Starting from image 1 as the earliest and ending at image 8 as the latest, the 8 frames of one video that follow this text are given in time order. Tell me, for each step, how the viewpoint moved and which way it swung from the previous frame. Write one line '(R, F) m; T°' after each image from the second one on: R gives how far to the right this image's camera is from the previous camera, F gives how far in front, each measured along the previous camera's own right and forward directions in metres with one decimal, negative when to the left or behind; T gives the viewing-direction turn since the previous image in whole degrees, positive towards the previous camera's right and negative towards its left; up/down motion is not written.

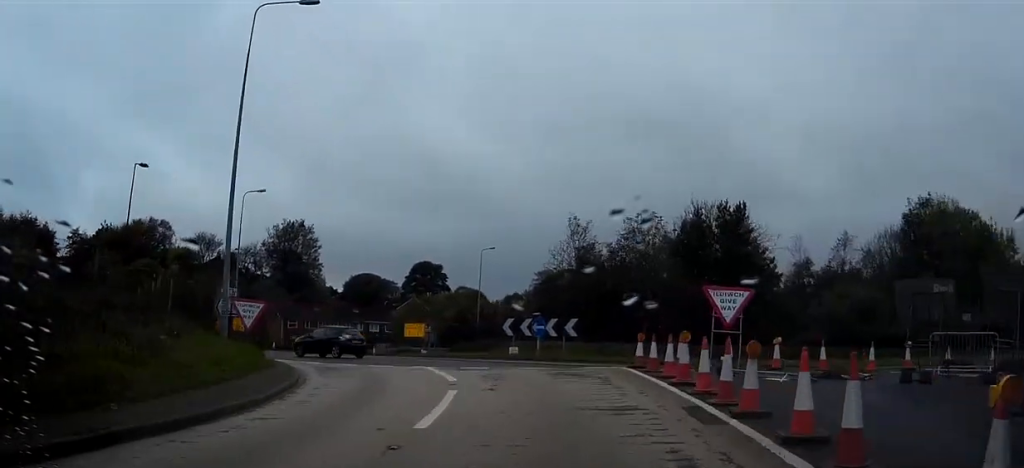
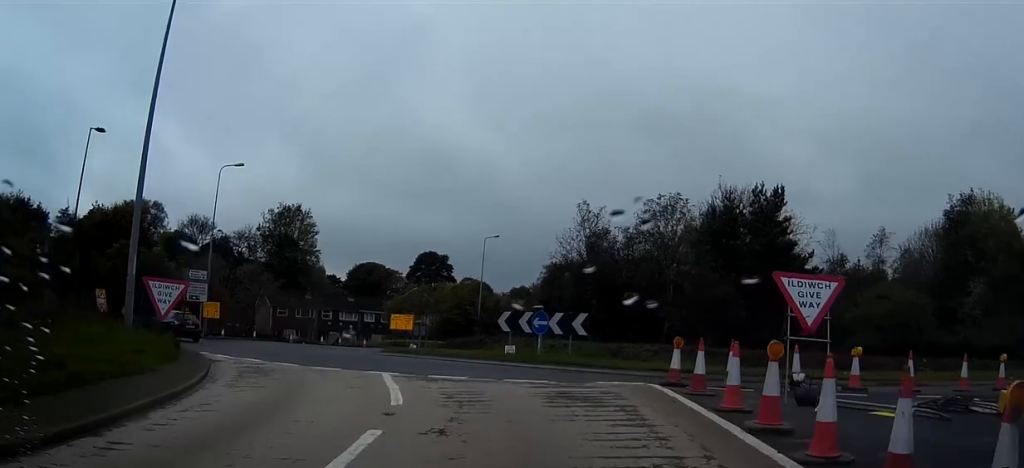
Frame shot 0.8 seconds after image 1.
(0.0, +6.0) m; -2°
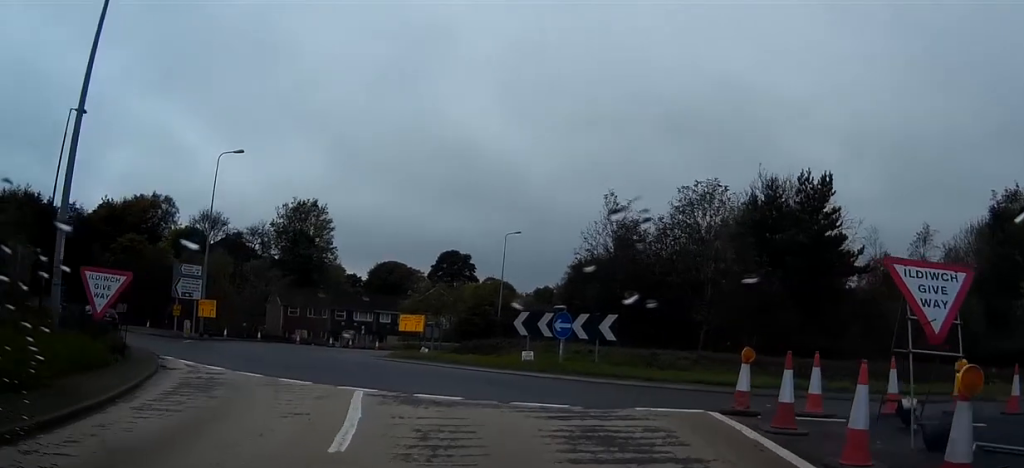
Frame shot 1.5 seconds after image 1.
(-0.1, +4.4) m; -4°
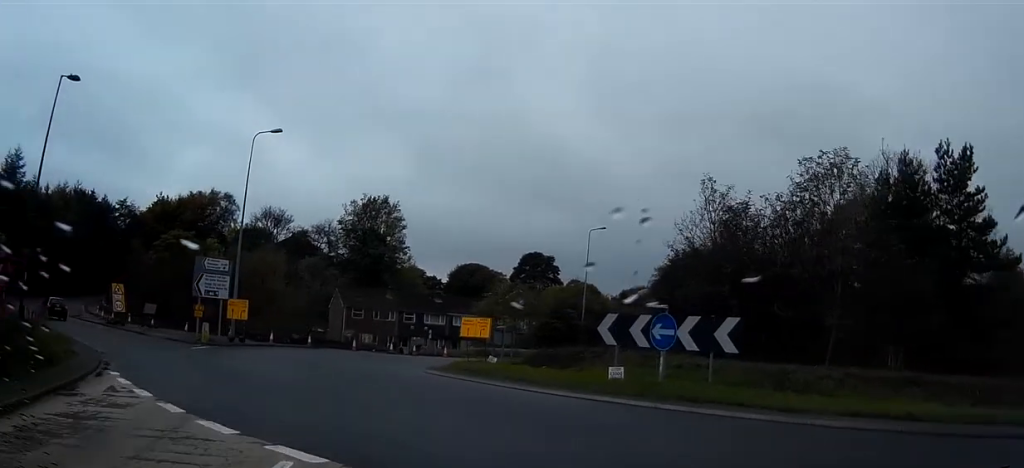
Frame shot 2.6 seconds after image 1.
(-0.6, +7.3) m; -10°
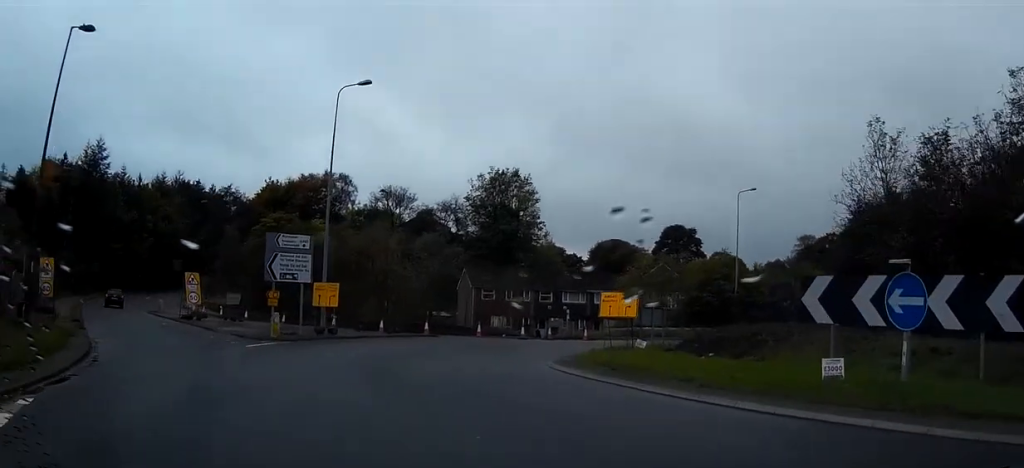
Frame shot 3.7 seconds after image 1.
(-0.6, +7.1) m; -8°
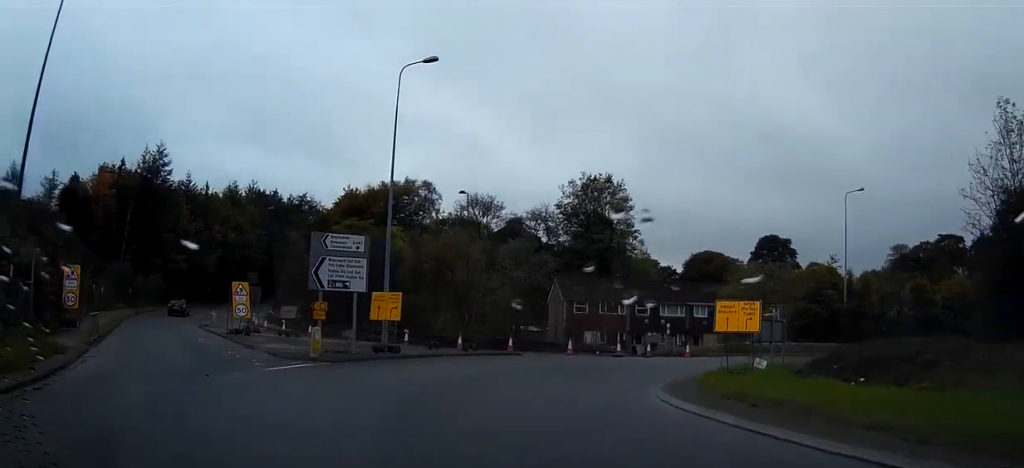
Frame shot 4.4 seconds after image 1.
(-0.2, +5.0) m; -4°
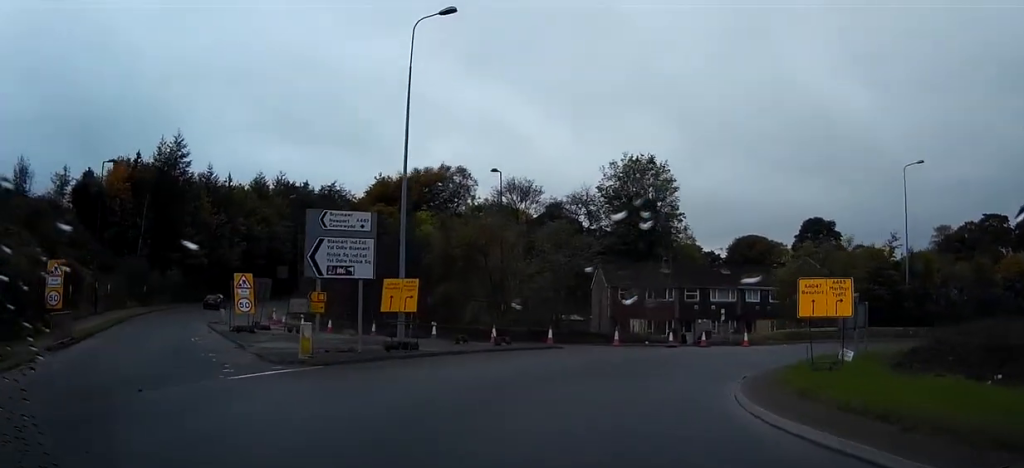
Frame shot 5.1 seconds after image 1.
(-0.1, +4.4) m; -2°
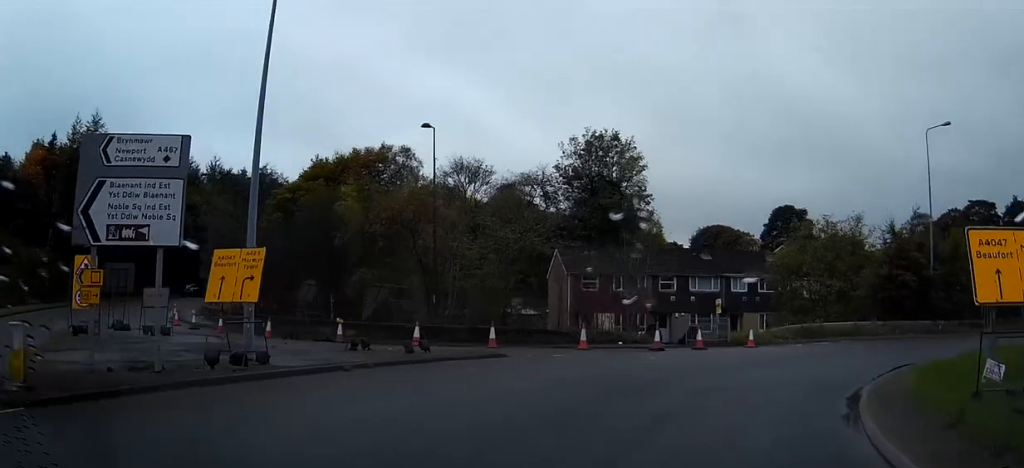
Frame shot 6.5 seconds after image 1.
(+0.4, +9.4) m; +10°
